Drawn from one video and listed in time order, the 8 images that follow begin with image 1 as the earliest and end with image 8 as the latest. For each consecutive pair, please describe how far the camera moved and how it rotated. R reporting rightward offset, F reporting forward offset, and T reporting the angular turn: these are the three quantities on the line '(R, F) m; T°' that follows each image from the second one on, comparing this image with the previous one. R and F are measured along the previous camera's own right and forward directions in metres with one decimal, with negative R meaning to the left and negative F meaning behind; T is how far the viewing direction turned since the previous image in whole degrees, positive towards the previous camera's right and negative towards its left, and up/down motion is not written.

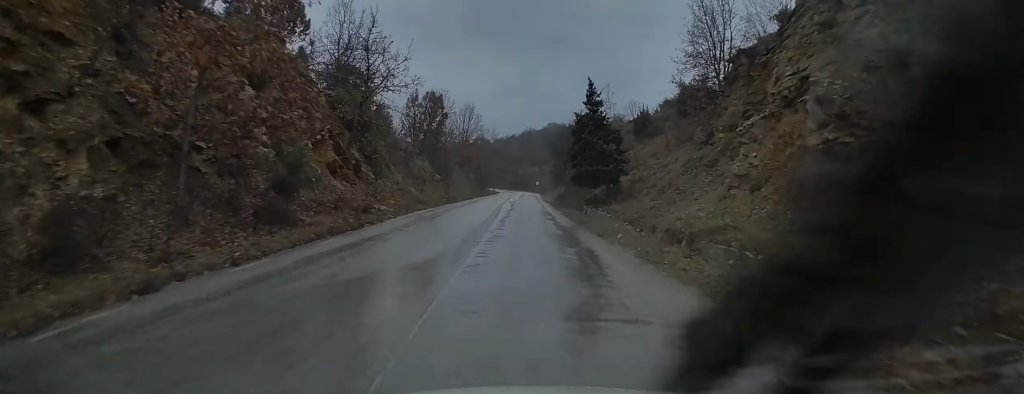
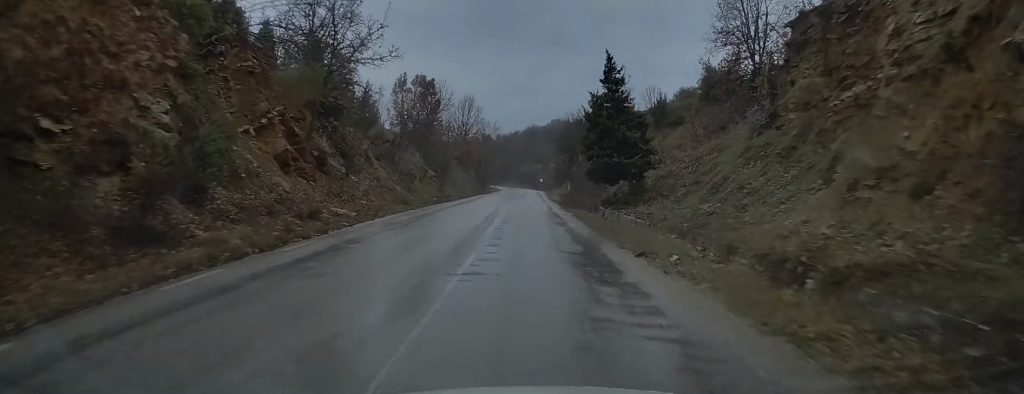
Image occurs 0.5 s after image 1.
(-0.2, +5.8) m; -2°
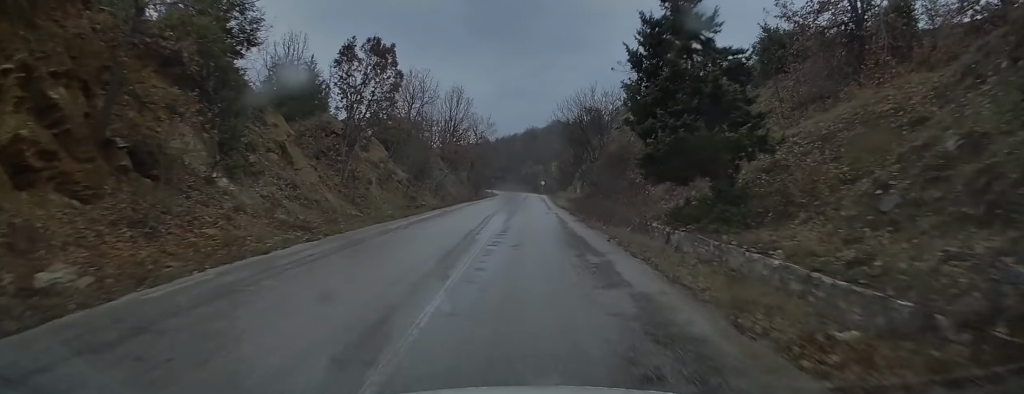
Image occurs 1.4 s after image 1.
(-0.3, +11.9) m; -1°
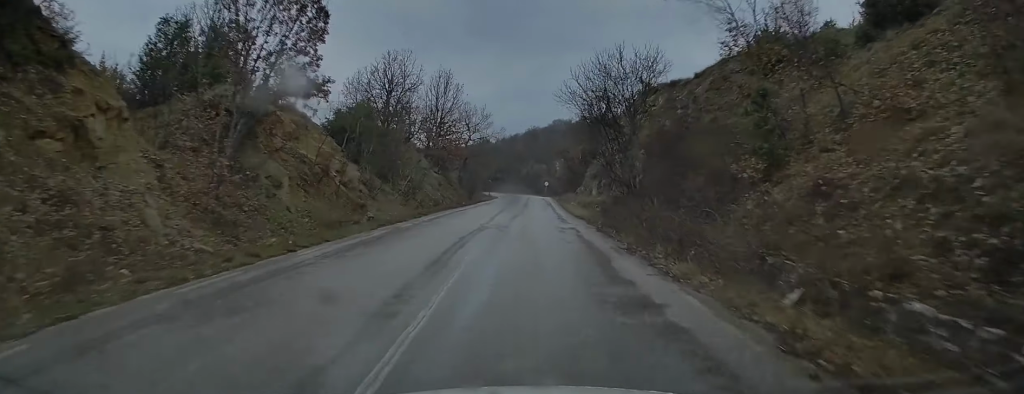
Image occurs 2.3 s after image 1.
(0.0, +11.4) m; +1°
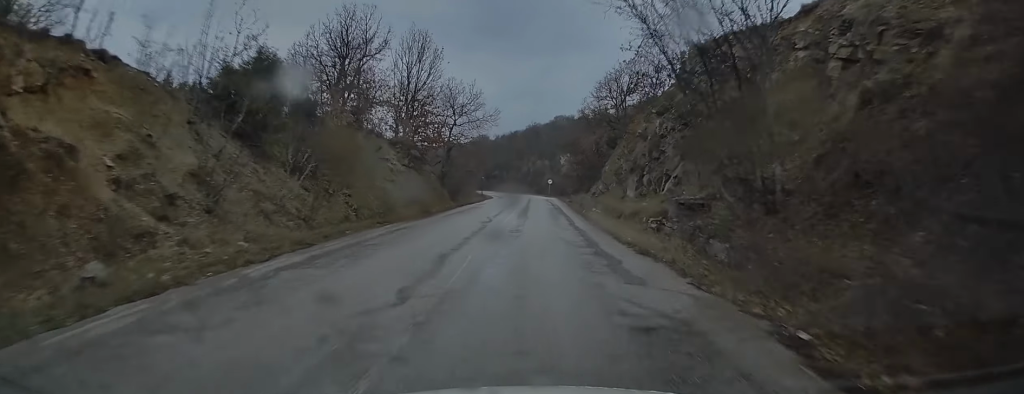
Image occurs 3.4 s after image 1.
(+0.2, +14.9) m; +1°
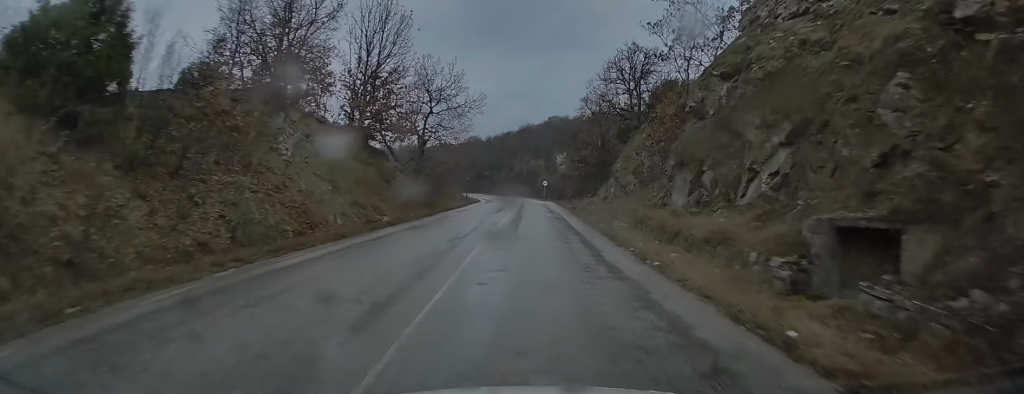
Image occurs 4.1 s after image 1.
(0.0, +10.1) m; 0°
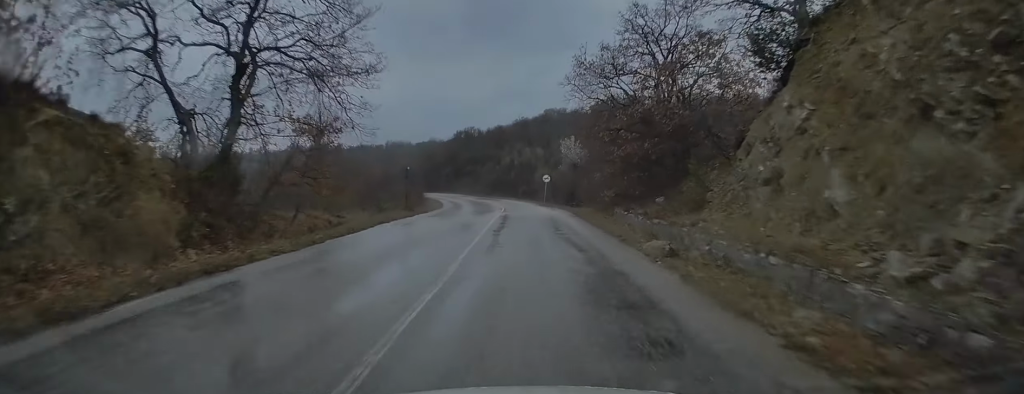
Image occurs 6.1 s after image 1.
(-0.1, +28.6) m; 0°
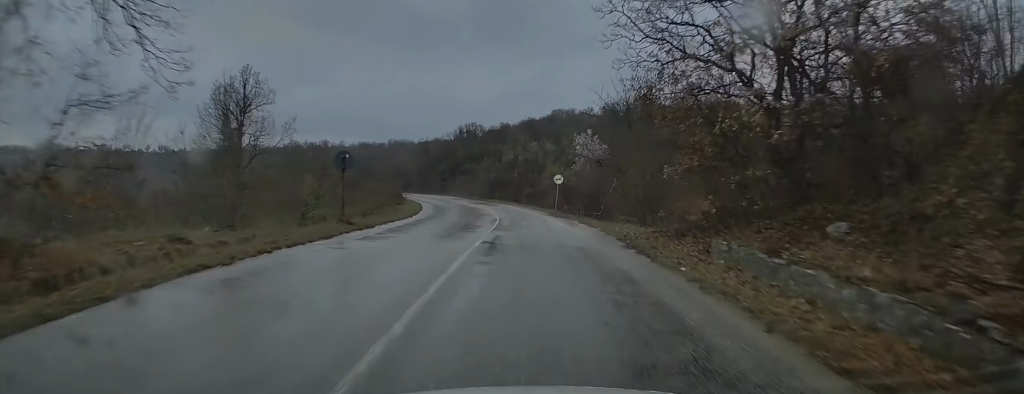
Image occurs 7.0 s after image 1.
(+0.1, +12.6) m; 0°
